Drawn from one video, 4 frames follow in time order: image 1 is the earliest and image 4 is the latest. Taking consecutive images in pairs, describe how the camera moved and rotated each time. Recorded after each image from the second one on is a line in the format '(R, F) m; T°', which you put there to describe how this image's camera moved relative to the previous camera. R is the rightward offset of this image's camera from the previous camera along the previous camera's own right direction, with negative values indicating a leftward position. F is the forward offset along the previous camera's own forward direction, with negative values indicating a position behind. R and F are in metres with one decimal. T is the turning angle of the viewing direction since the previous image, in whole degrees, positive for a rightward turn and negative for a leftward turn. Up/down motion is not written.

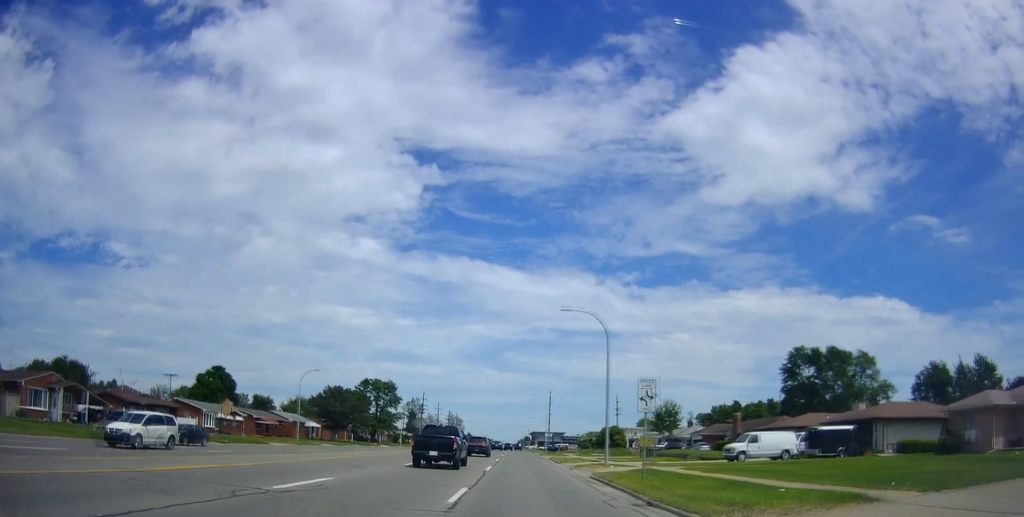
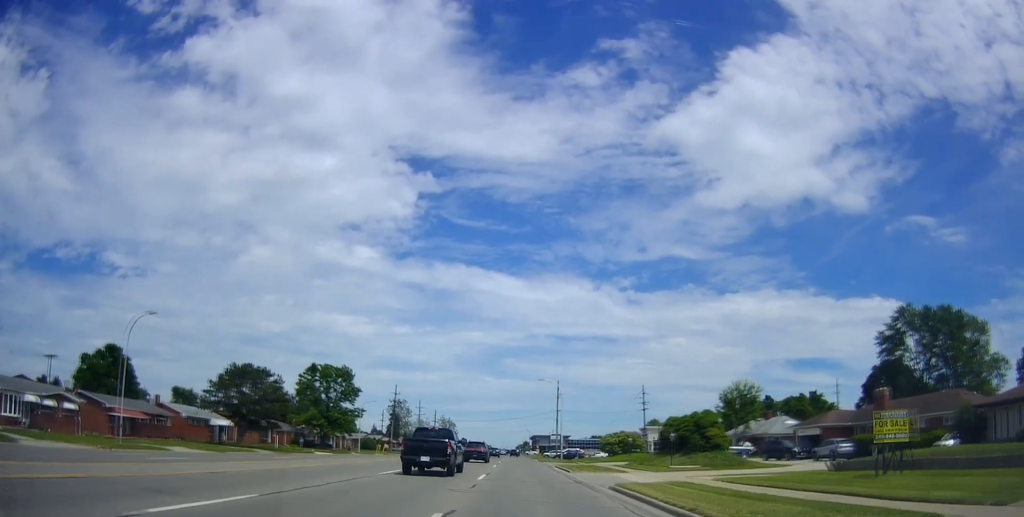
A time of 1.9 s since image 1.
(-0.2, +35.4) m; +1°
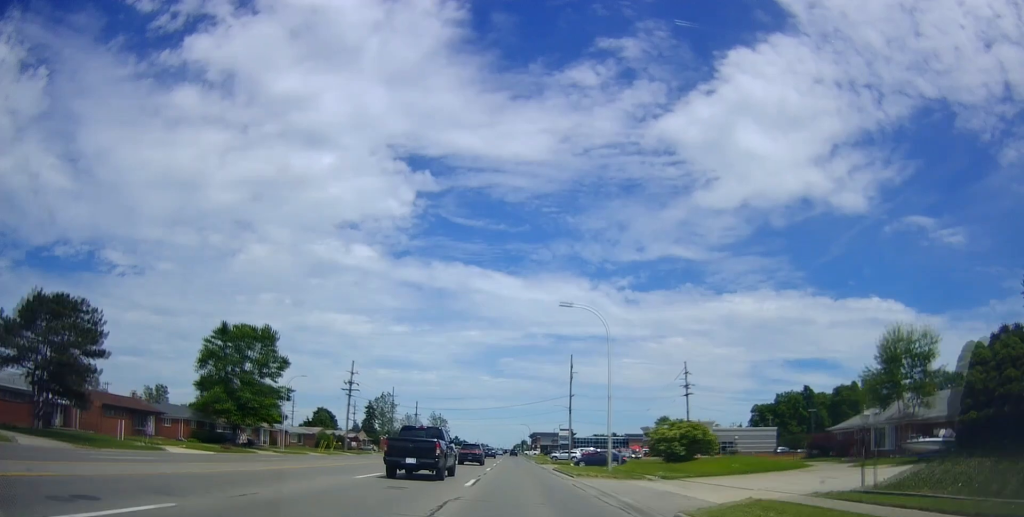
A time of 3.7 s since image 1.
(0.0, +33.5) m; 0°
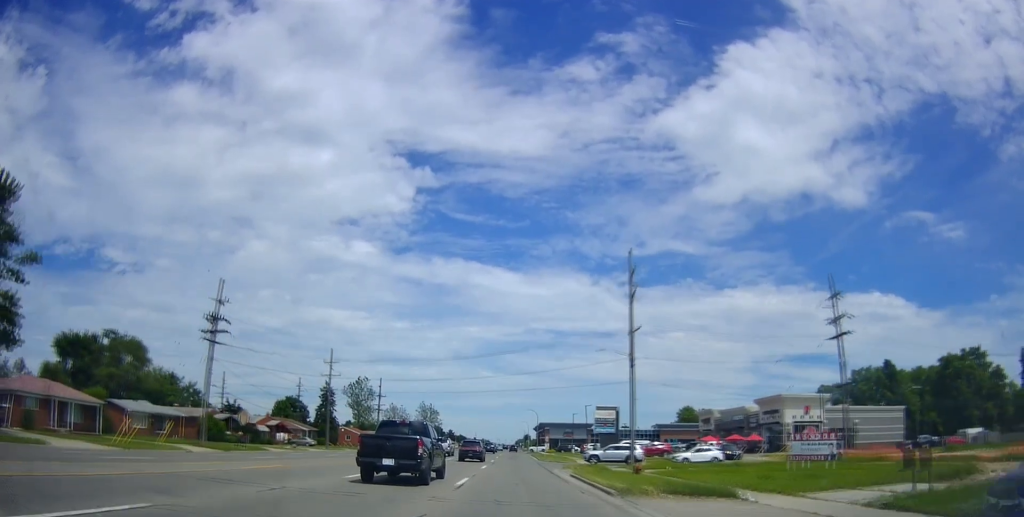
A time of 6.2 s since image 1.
(-0.5, +47.0) m; -1°
